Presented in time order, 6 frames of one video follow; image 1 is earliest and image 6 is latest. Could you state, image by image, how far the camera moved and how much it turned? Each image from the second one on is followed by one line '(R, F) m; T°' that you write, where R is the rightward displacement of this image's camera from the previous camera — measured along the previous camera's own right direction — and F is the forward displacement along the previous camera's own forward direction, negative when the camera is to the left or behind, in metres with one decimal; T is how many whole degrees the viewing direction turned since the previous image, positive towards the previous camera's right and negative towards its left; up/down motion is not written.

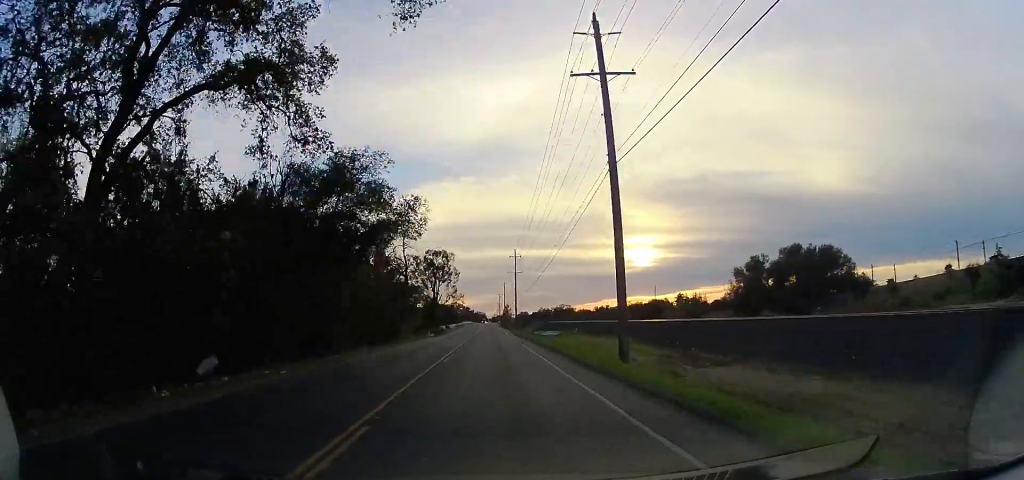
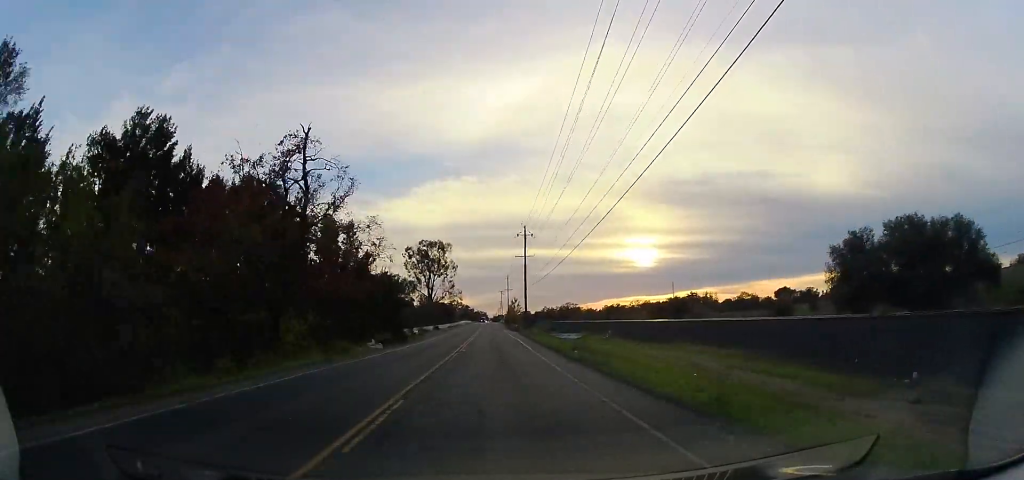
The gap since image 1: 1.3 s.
(0.0, +27.1) m; +1°
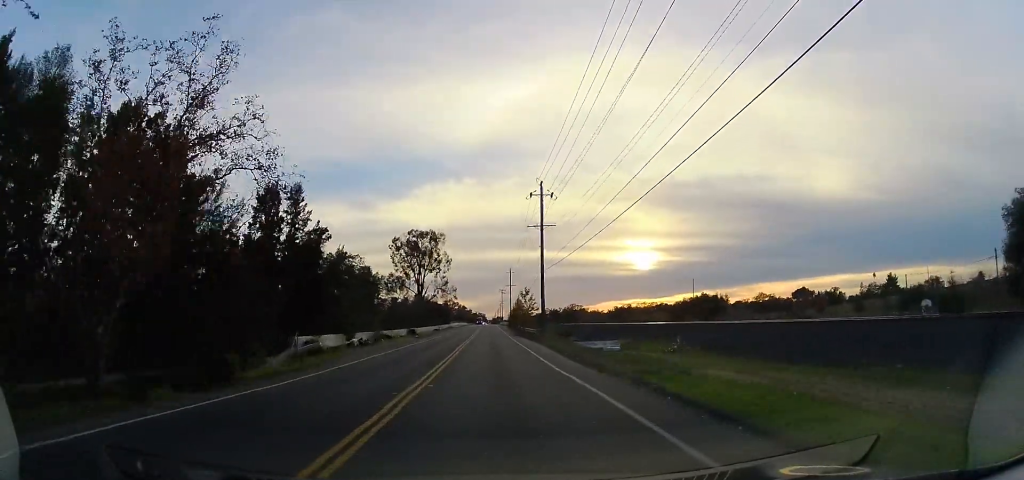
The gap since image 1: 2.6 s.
(0.0, +27.8) m; -1°
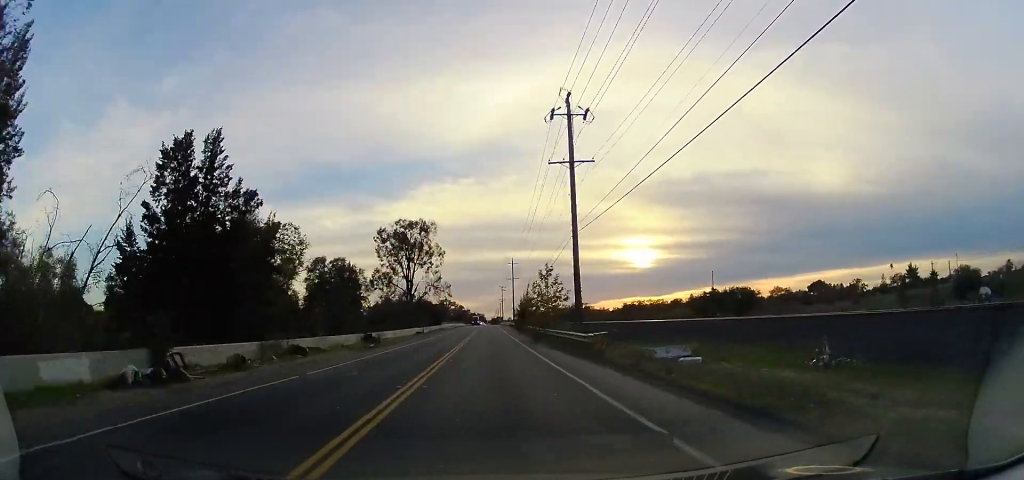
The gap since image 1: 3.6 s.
(0.0, +22.2) m; 0°
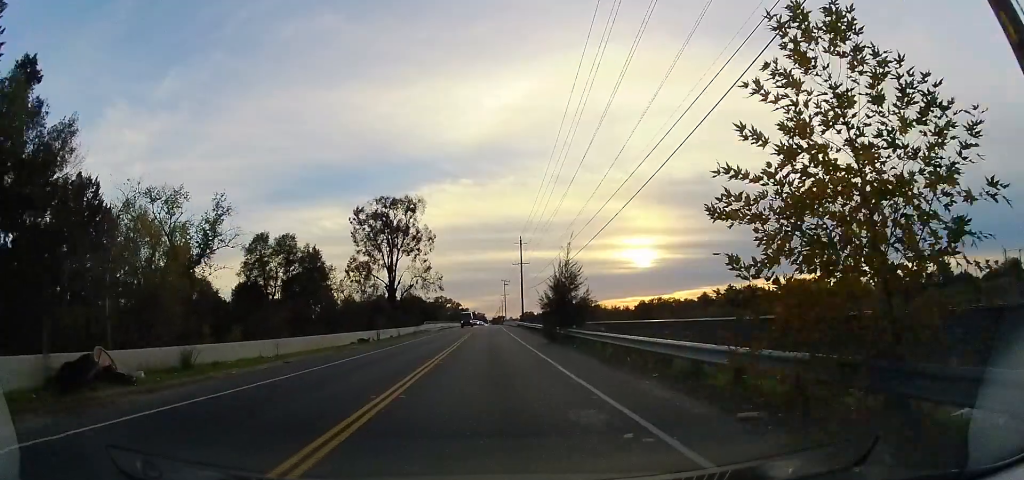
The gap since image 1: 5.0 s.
(+0.1, +30.7) m; 0°
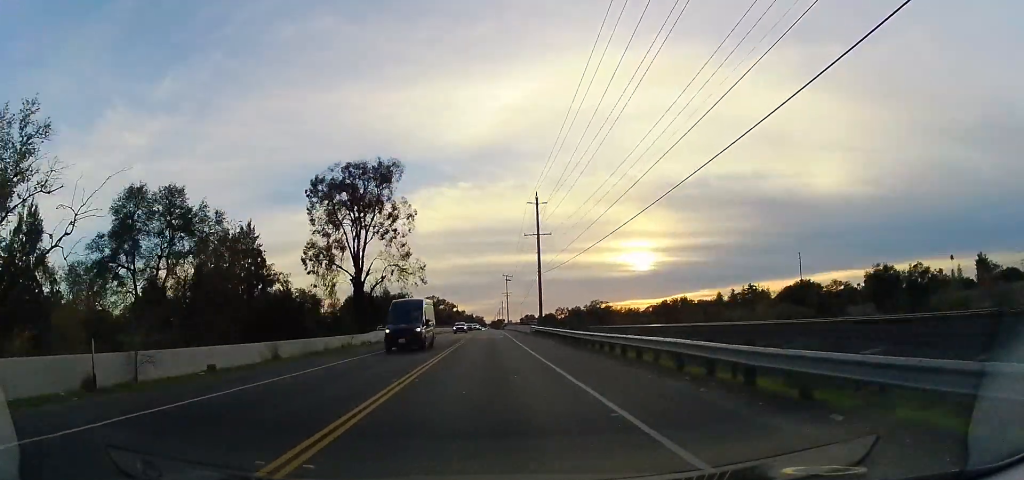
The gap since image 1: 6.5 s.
(+0.3, +33.8) m; +2°
